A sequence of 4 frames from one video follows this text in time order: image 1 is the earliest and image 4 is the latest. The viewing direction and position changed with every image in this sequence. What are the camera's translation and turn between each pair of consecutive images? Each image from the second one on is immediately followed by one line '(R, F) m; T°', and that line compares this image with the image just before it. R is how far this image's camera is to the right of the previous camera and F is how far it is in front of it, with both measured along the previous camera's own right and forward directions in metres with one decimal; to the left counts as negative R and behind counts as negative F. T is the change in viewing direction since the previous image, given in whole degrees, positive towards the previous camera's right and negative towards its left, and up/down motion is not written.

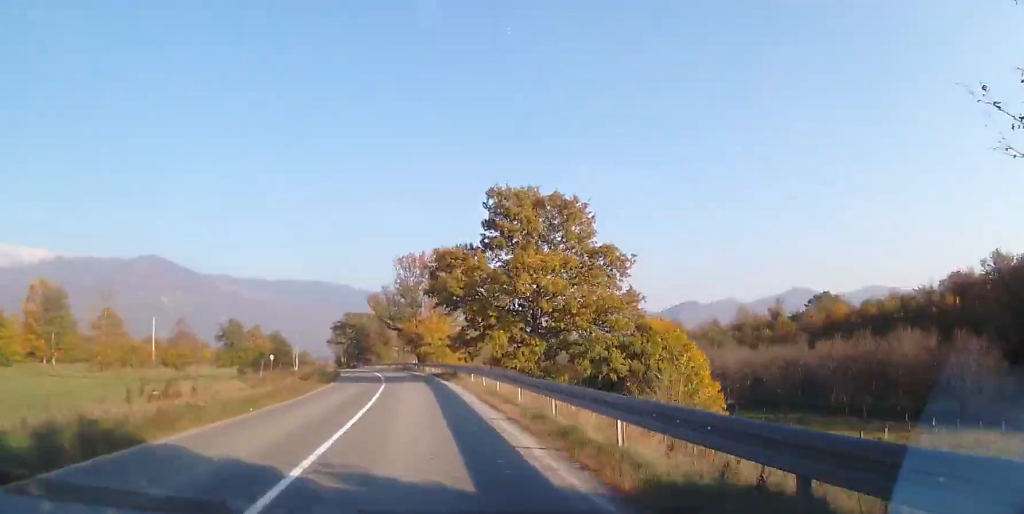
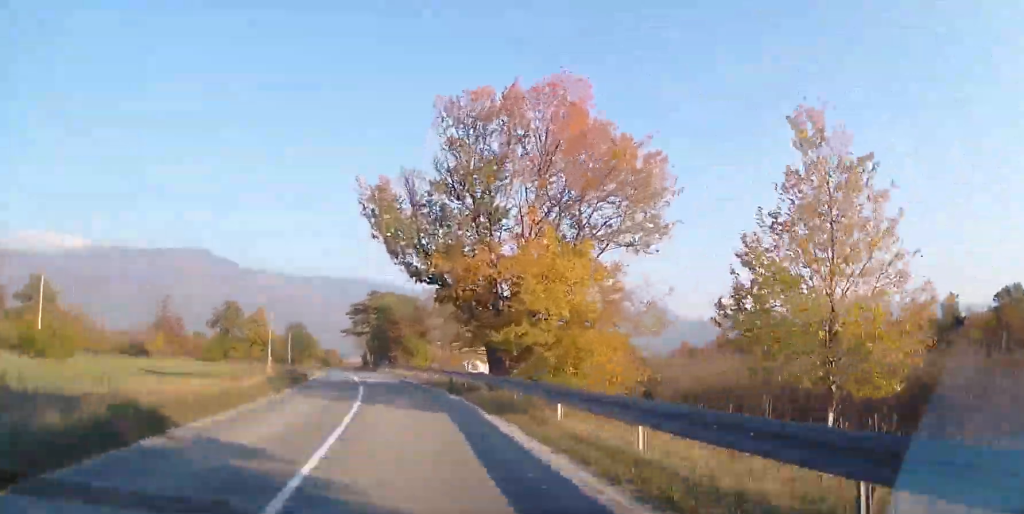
(+0.3, +40.9) m; -3°
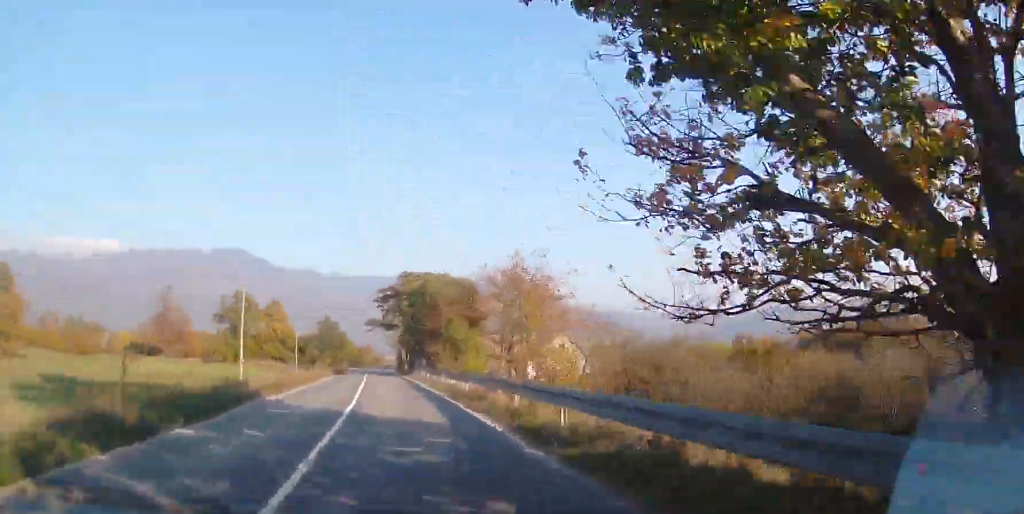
(-1.0, +20.7) m; -5°
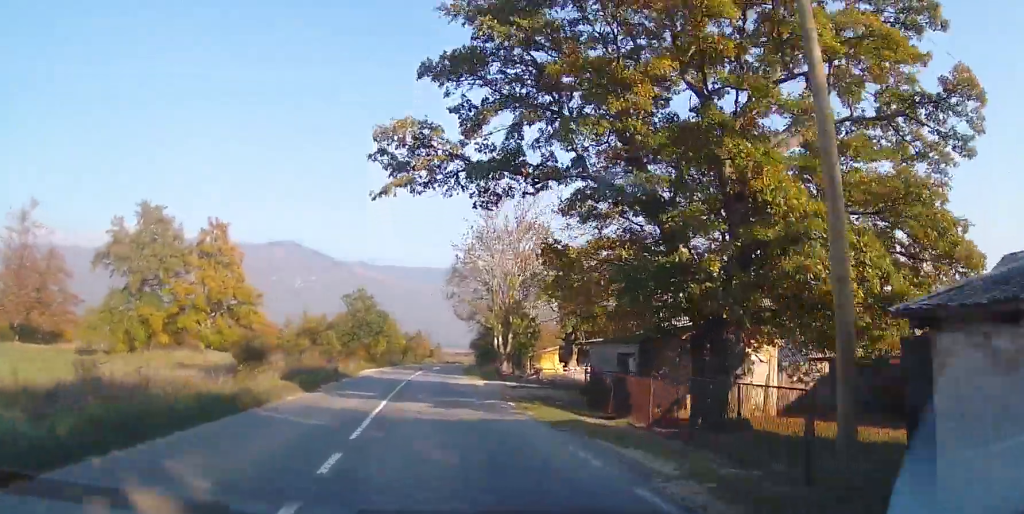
(-3.5, +62.3) m; -5°
